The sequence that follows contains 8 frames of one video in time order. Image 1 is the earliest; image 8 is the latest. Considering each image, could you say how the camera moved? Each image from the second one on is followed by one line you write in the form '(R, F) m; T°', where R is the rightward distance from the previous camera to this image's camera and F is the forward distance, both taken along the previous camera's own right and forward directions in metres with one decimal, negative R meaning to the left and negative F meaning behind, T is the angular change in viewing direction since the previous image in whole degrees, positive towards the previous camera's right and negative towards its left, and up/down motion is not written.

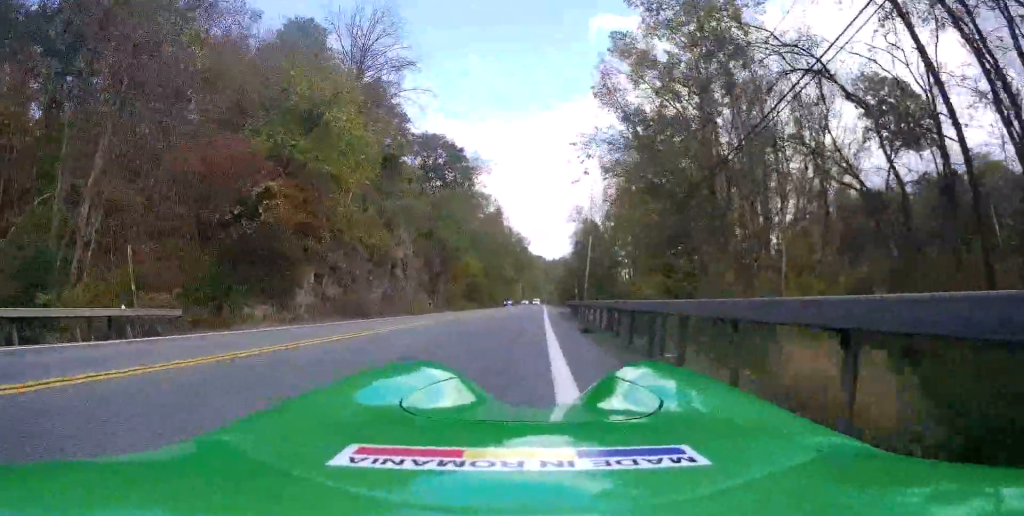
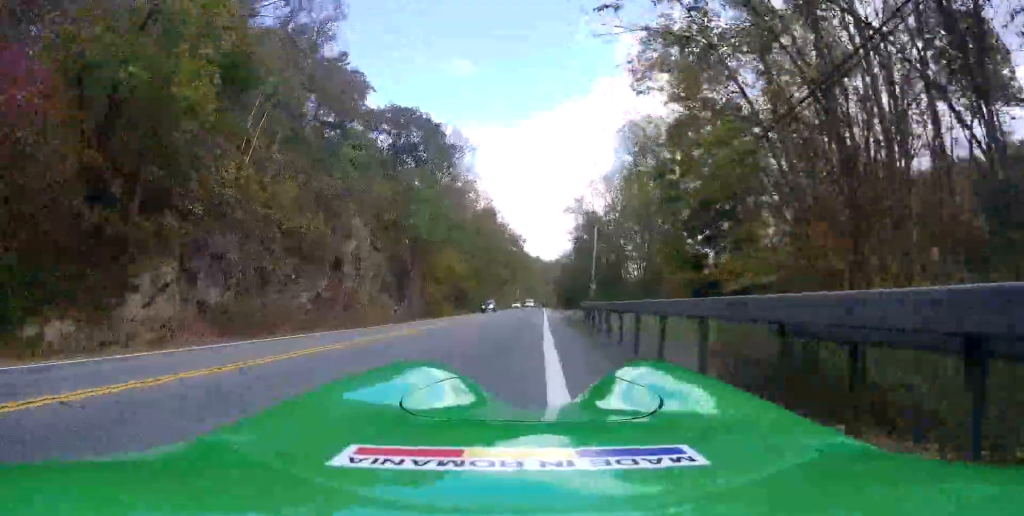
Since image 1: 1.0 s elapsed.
(0.0, +12.3) m; 0°
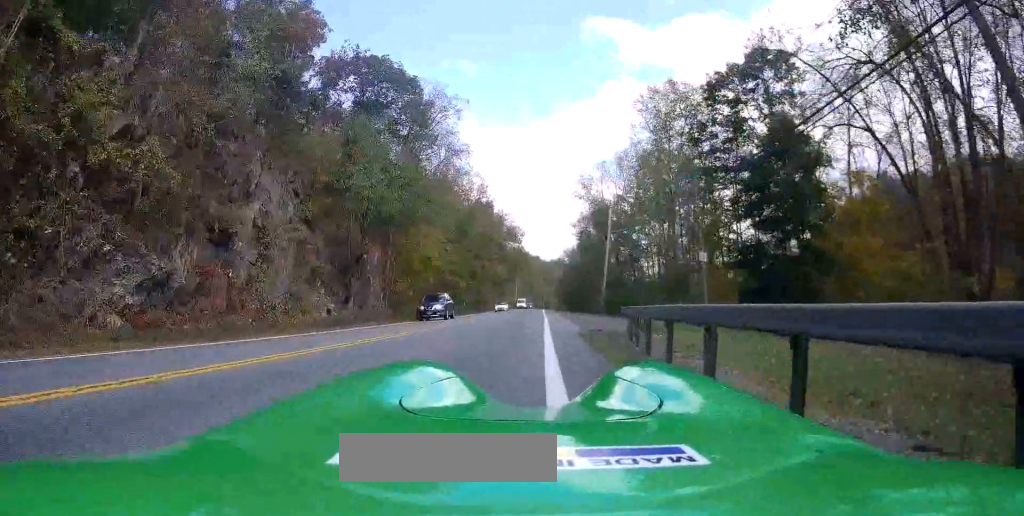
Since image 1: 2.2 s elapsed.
(0.0, +13.2) m; 0°
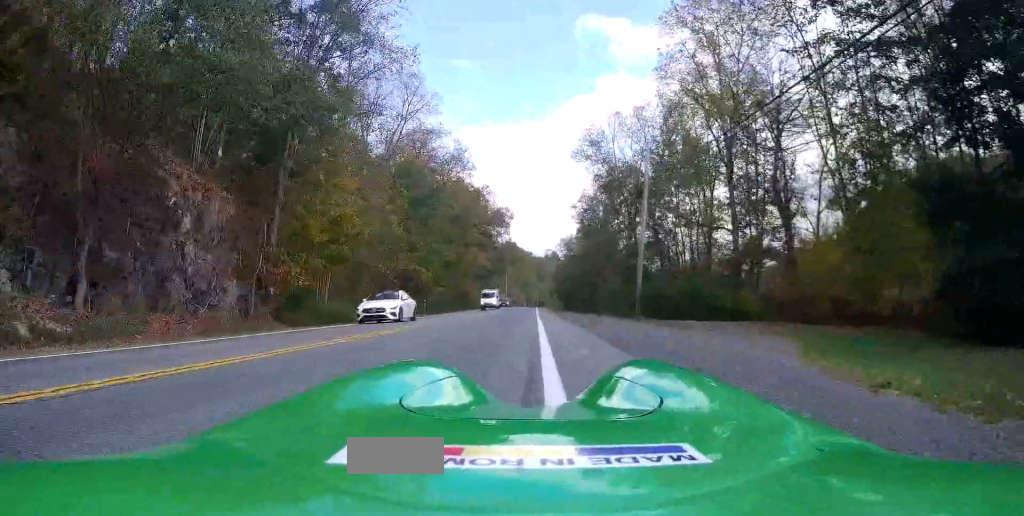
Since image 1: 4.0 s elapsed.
(+0.2, +21.6) m; +2°
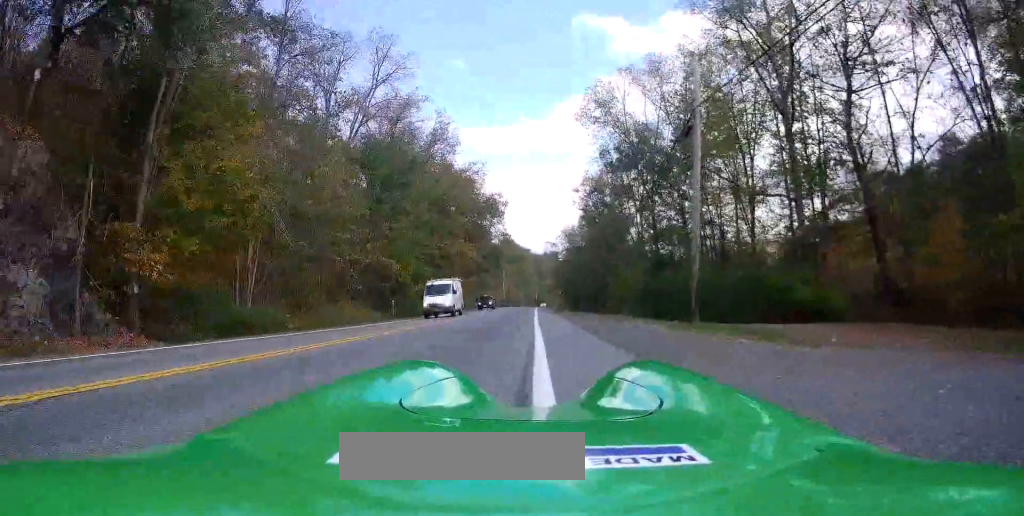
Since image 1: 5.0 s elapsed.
(+0.1, +11.3) m; +1°
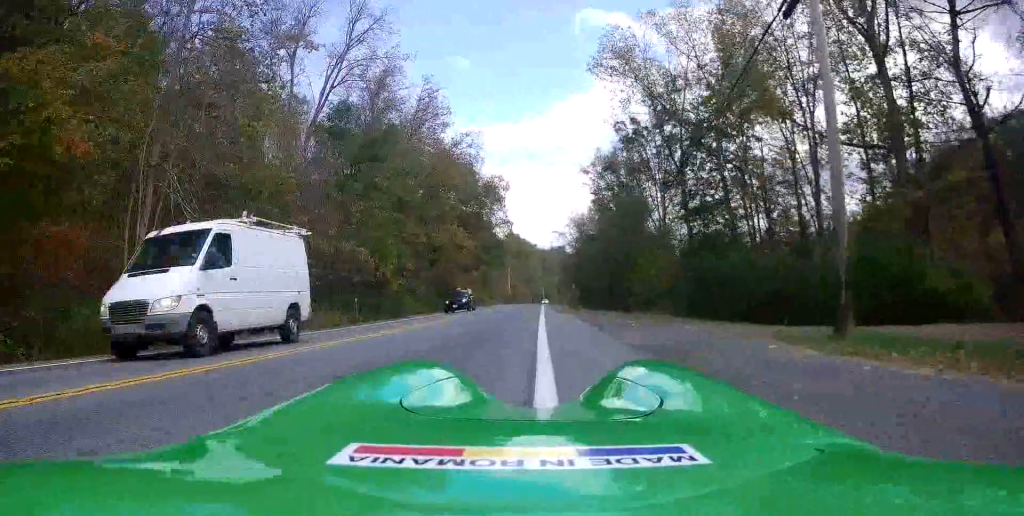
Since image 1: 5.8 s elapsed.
(0.0, +9.7) m; 0°
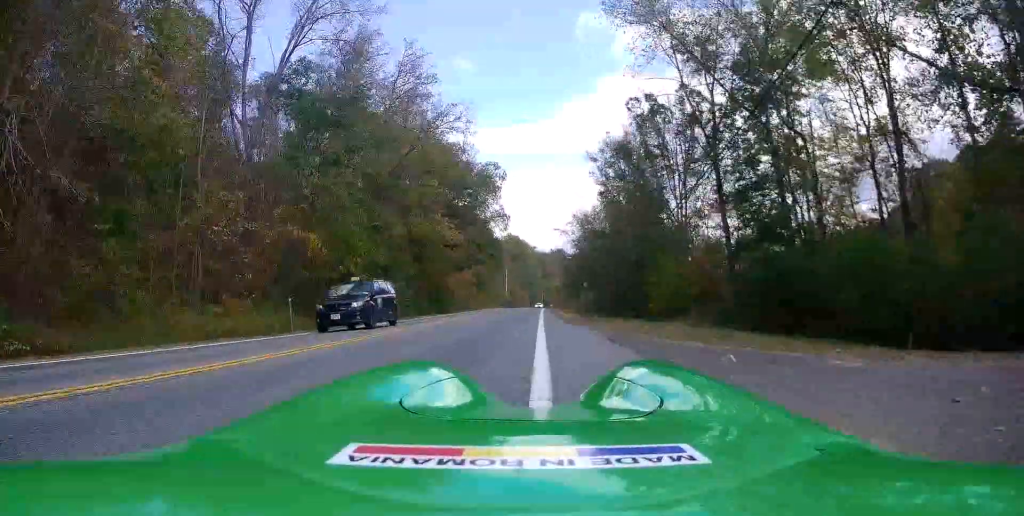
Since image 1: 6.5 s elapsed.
(+0.1, +8.5) m; -1°
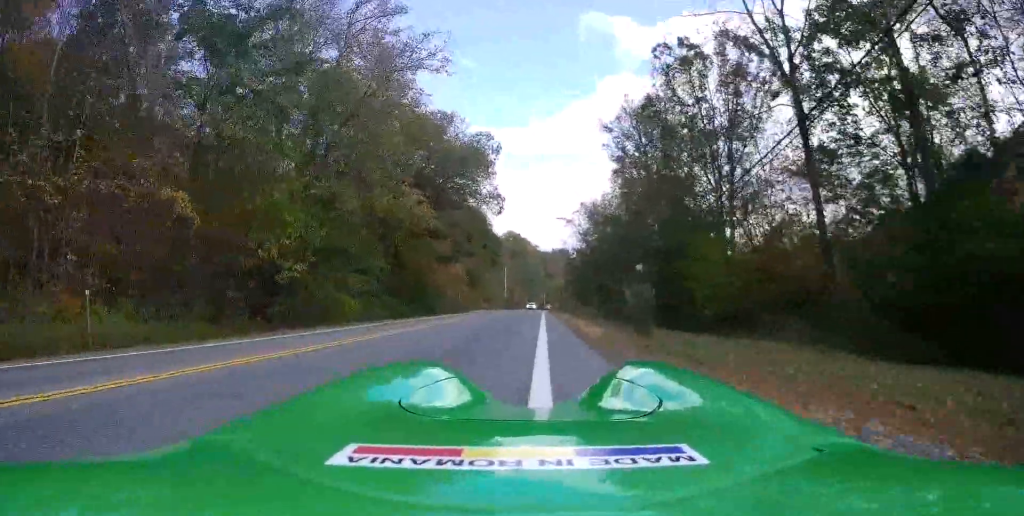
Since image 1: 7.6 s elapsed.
(-0.4, +11.9) m; 0°
